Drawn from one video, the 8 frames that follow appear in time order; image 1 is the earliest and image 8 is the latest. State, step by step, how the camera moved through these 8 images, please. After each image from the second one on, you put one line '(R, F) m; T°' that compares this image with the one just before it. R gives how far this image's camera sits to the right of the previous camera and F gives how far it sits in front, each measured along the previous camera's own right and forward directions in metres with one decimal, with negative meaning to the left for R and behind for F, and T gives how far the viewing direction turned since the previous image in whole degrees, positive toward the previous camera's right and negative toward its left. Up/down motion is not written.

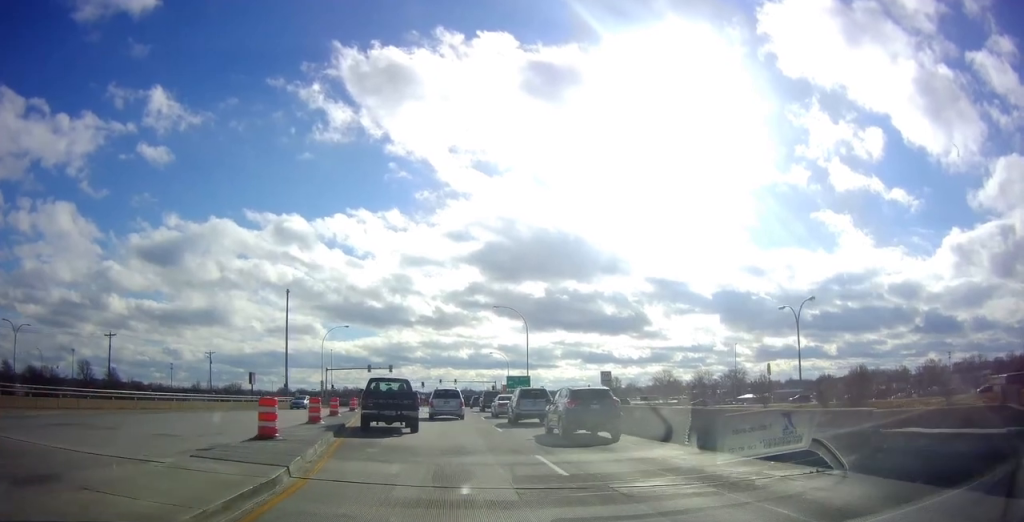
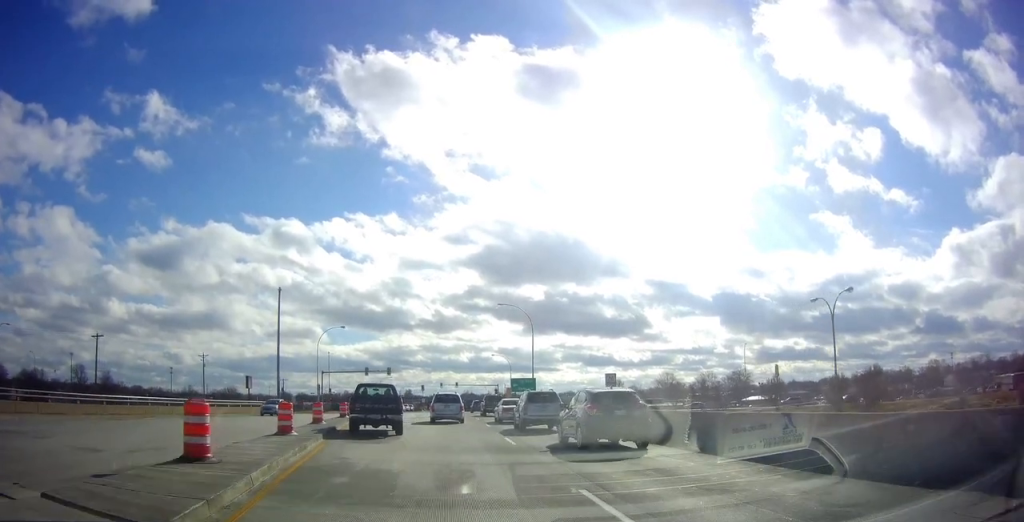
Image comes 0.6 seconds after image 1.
(0.0, +4.3) m; 0°
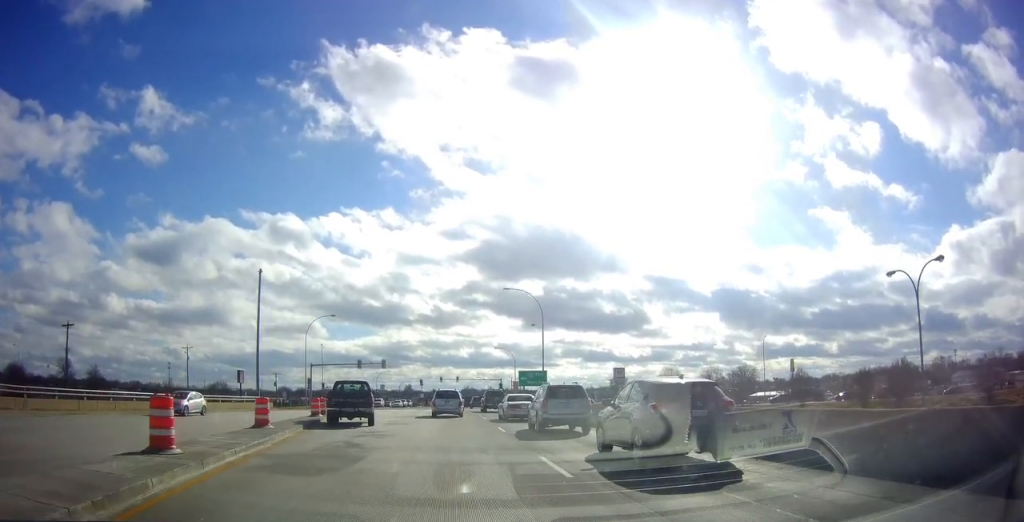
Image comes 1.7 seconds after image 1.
(0.0, +5.8) m; 0°
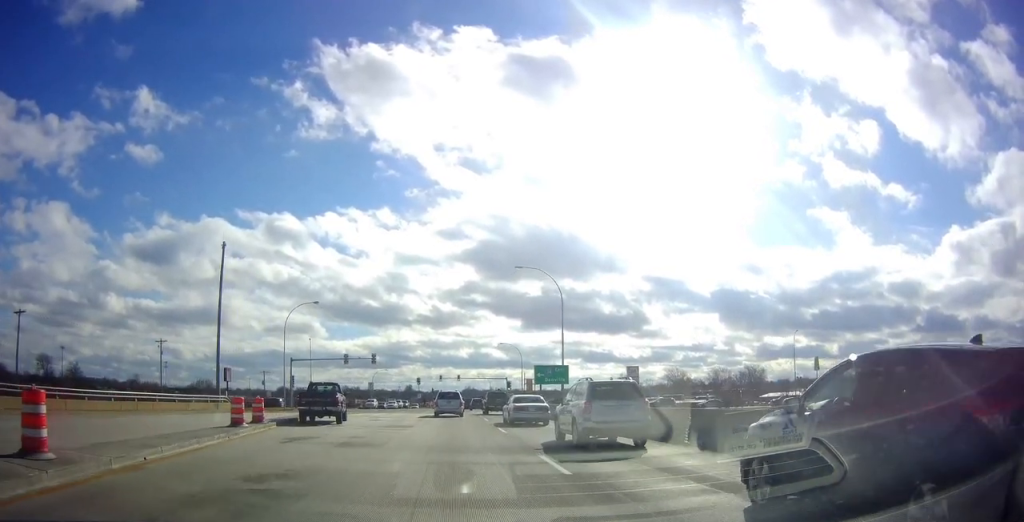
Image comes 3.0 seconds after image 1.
(0.0, +9.1) m; 0°
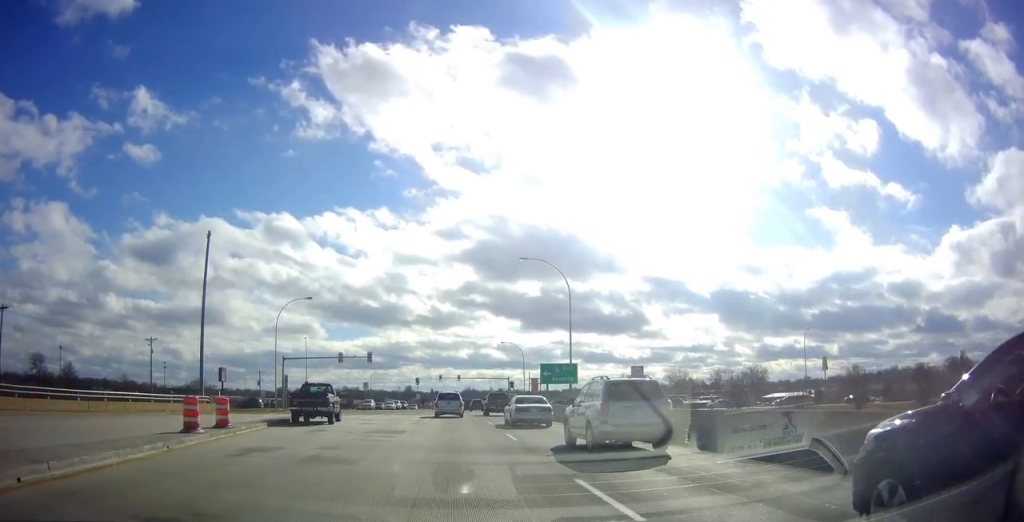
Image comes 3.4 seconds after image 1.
(0.0, +3.6) m; 0°
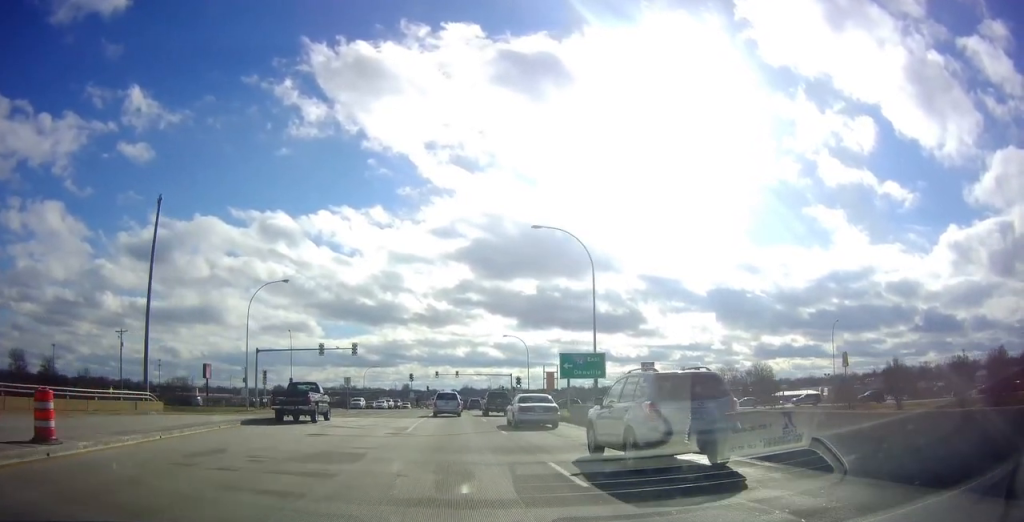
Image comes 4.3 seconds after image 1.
(0.0, +9.6) m; 0°
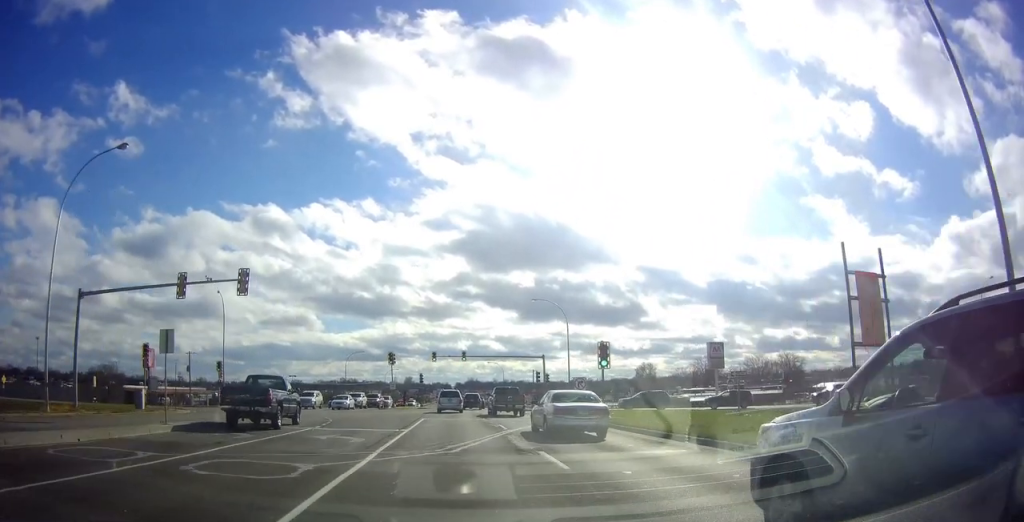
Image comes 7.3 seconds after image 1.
(0.0, +32.5) m; 0°
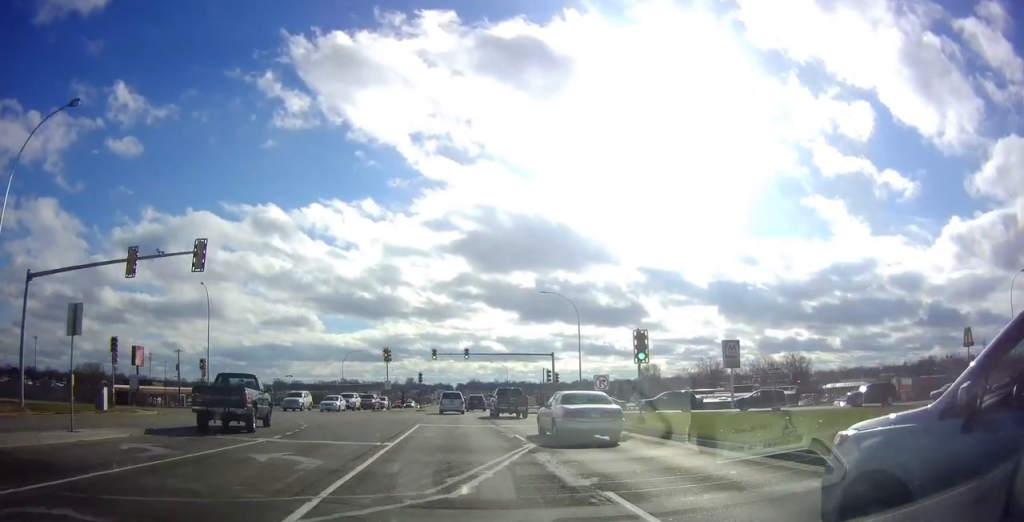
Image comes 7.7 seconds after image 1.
(0.0, +3.8) m; 0°
